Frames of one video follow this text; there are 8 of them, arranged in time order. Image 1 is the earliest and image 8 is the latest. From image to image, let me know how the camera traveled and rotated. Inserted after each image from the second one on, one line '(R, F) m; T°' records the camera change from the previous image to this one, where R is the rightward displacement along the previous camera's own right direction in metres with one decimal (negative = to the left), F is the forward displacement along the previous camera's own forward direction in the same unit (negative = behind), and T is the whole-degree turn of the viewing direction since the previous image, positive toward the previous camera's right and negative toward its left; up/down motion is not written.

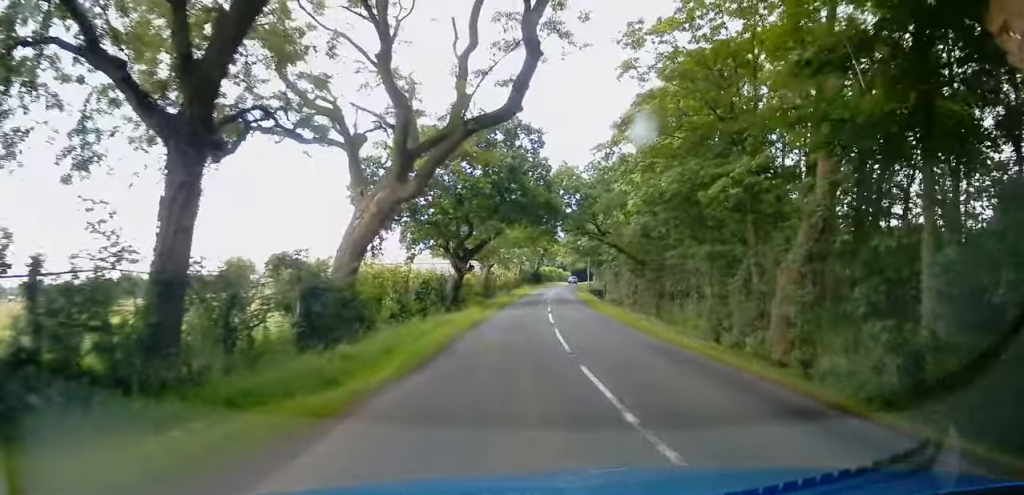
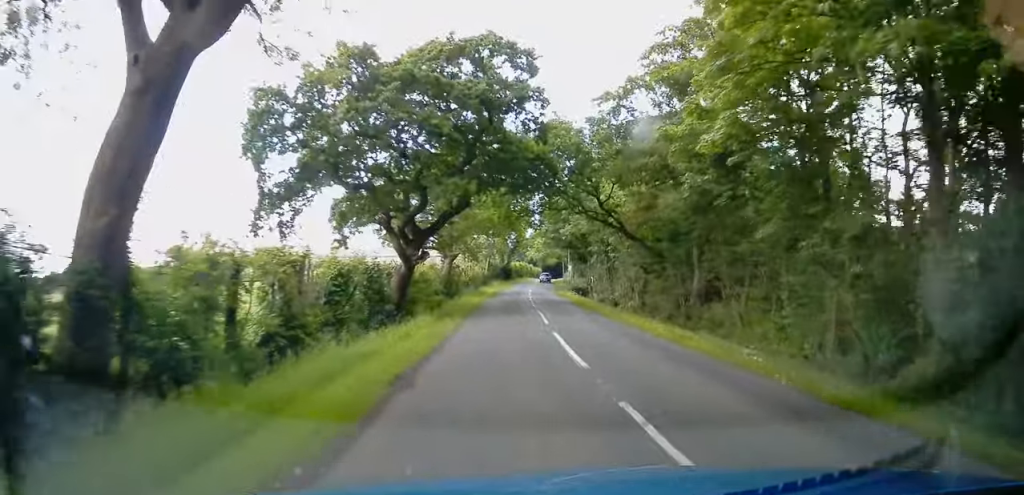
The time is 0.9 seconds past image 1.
(-0.1, +12.0) m; +2°
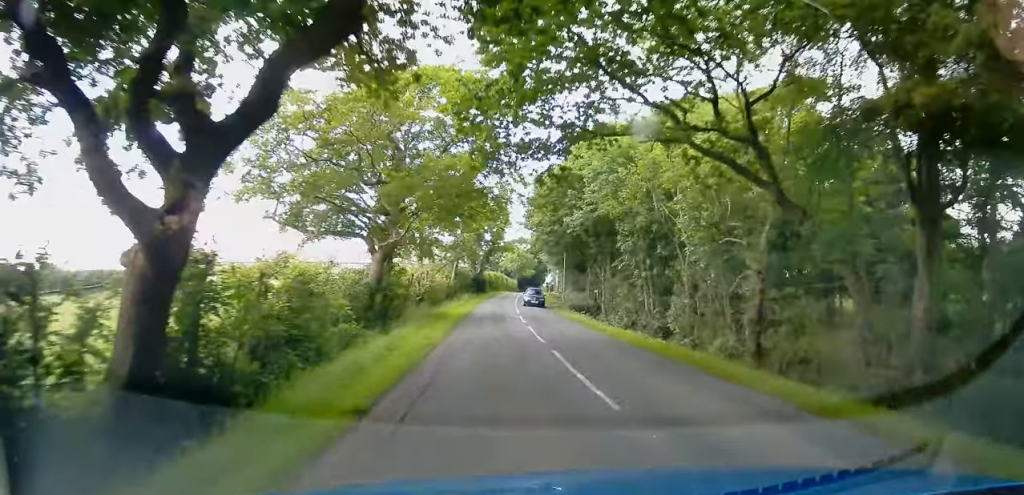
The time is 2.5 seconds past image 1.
(+1.4, +20.5) m; +6°
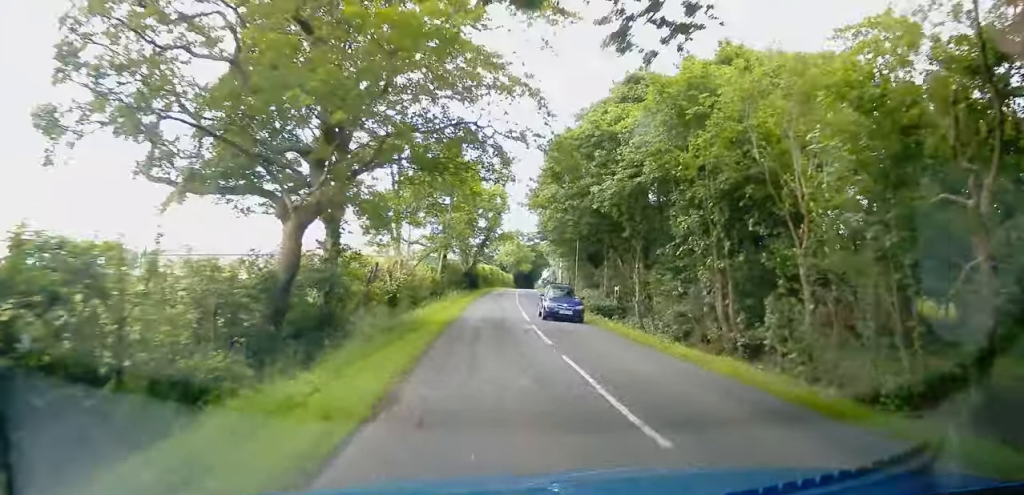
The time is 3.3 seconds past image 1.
(+0.3, +11.2) m; +1°
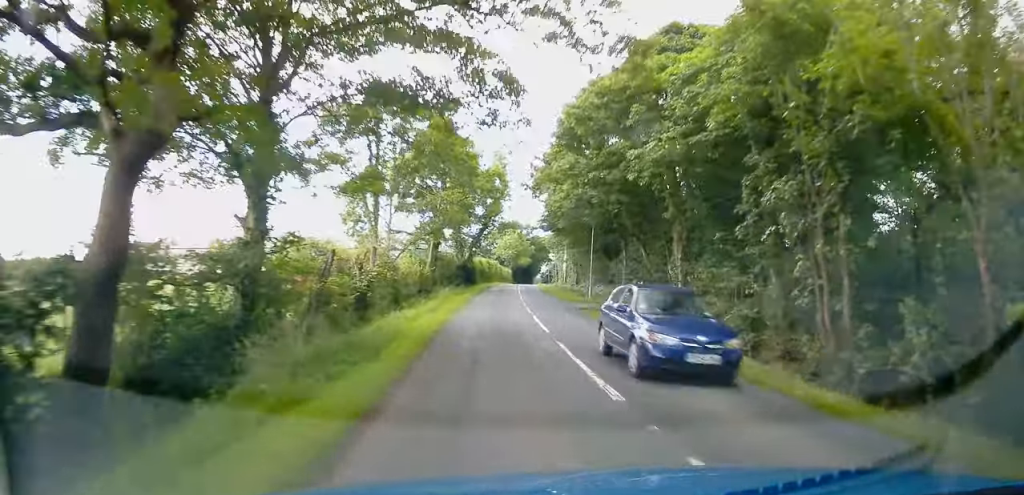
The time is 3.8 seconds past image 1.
(+0.2, +7.1) m; 0°
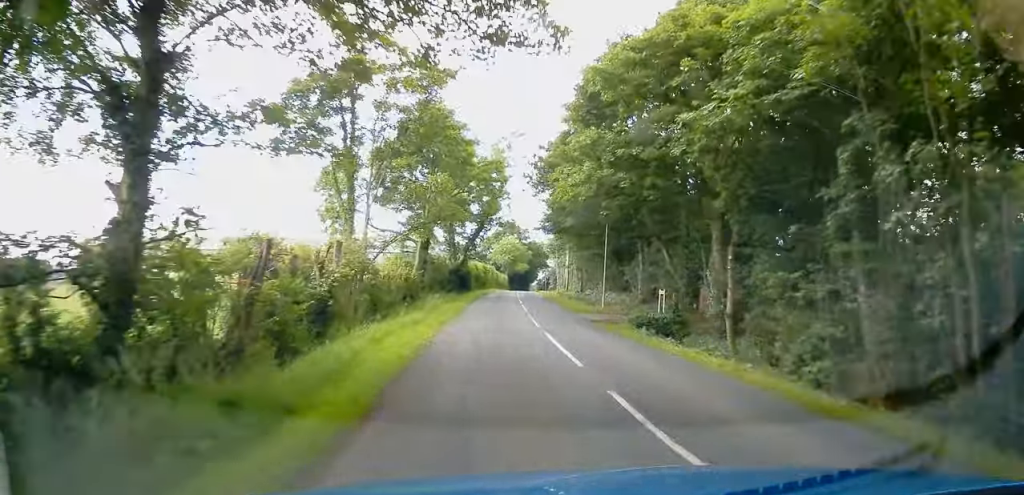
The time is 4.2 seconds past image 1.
(-0.2, +5.7) m; 0°
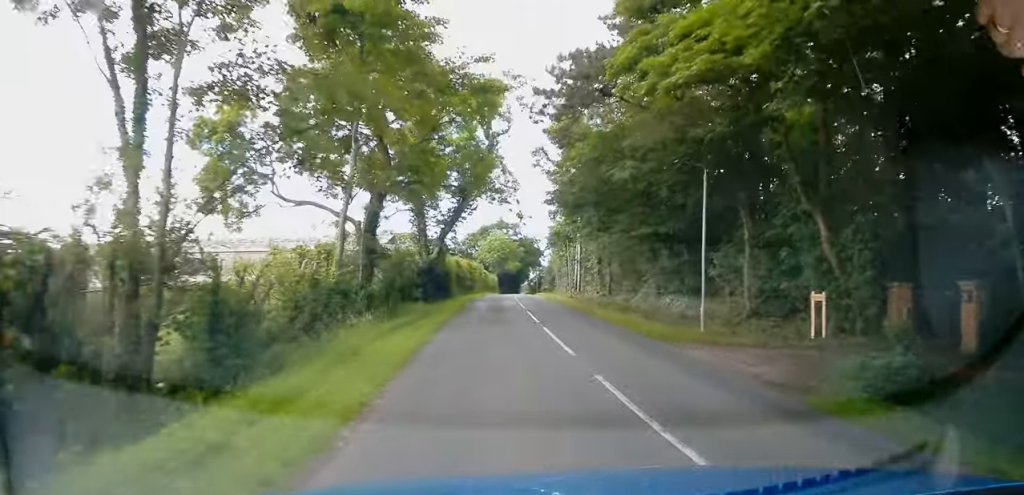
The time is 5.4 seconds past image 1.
(0.0, +16.5) m; +1°
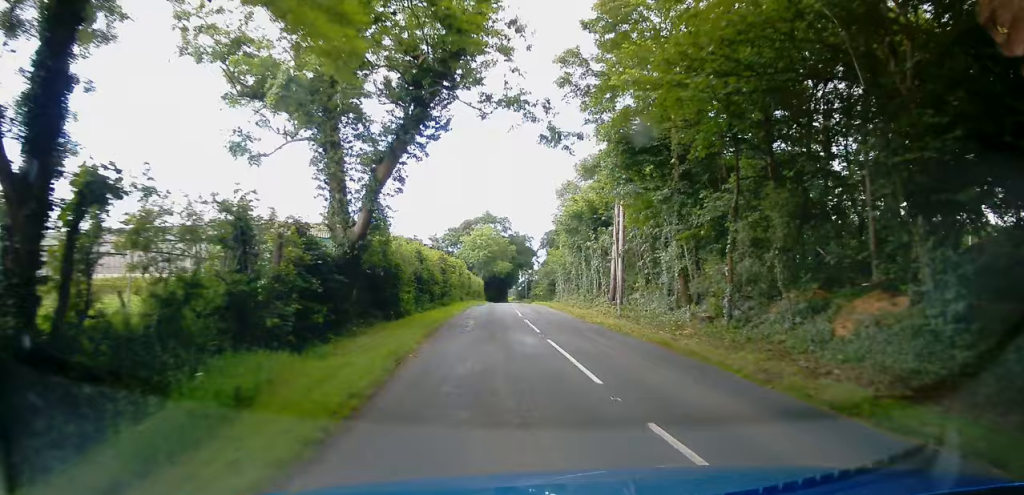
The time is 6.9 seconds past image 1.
(+0.3, +20.1) m; +2°
